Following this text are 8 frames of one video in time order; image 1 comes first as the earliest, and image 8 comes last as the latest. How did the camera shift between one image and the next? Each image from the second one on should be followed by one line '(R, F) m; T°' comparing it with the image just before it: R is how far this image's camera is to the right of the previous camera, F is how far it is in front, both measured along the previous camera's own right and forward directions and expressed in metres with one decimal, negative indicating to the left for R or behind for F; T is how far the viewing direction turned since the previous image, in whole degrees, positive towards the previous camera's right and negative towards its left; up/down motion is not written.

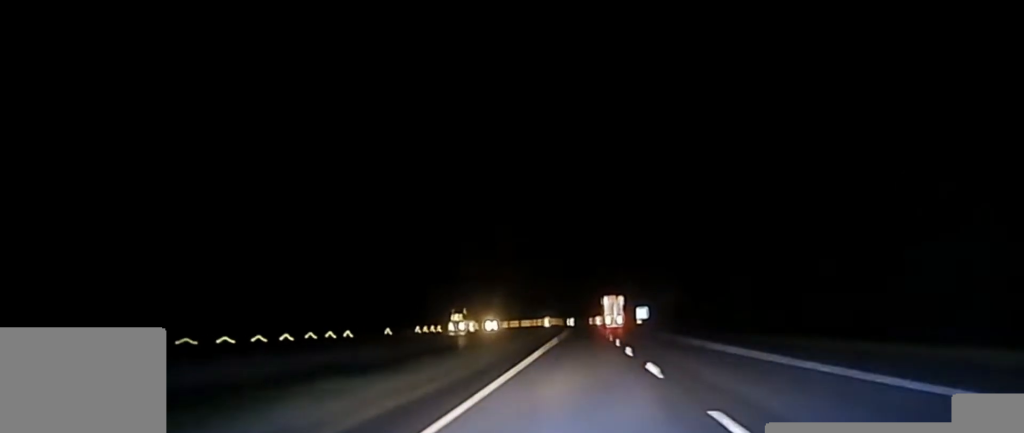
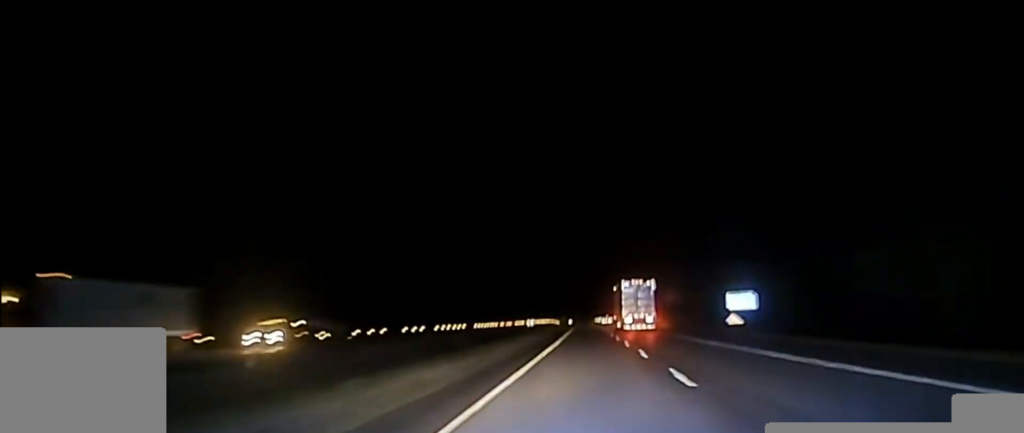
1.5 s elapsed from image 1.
(0.0, +101.1) m; 0°
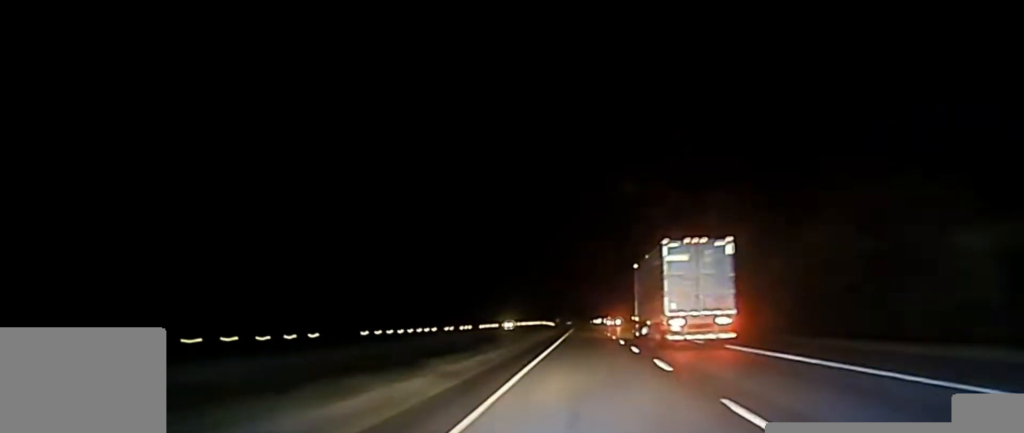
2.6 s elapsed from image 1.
(+0.1, +64.5) m; 0°
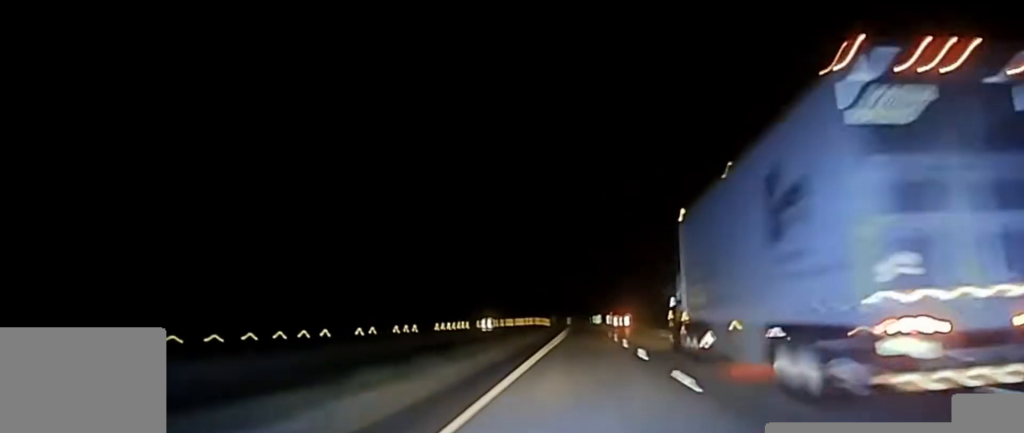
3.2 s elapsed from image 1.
(0.0, +39.5) m; 0°
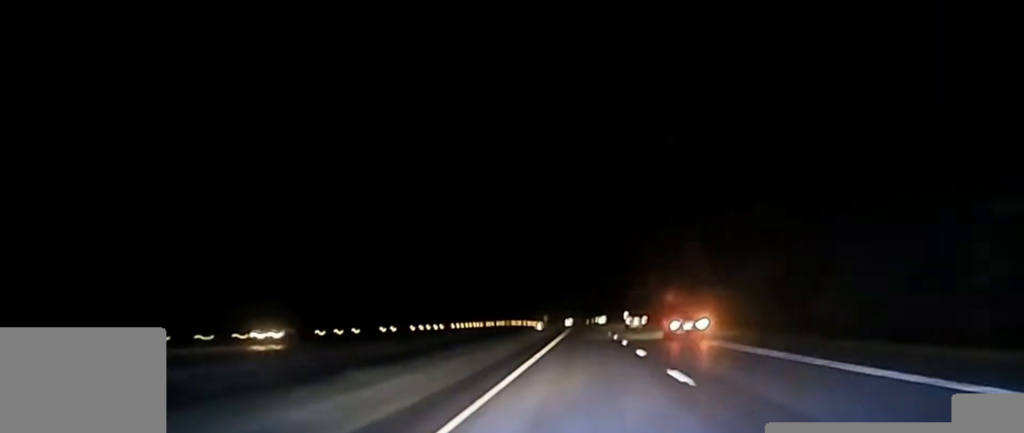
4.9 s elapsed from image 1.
(+0.1, +101.7) m; 0°
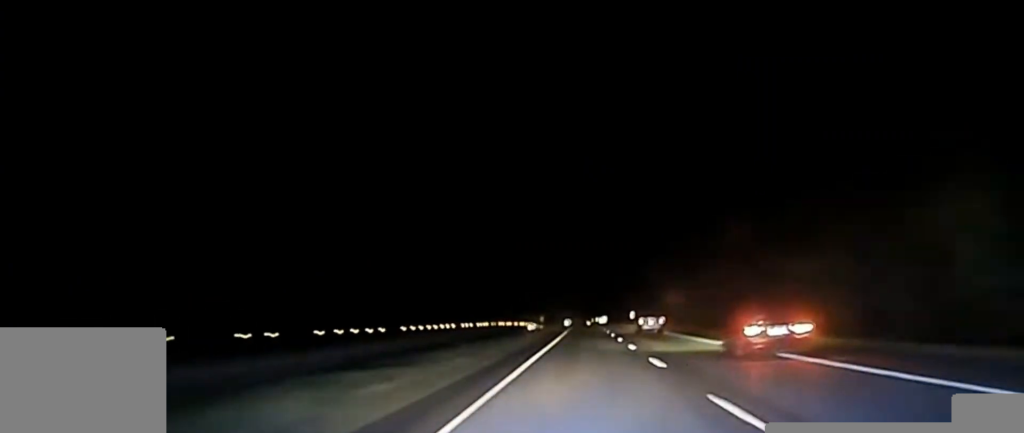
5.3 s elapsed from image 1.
(0.0, +32.0) m; 0°
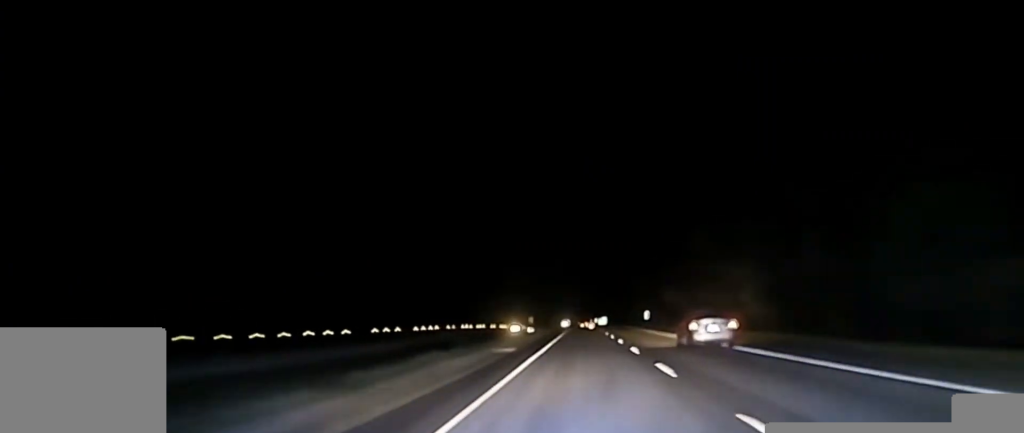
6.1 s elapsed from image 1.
(0.0, +58.3) m; 0°
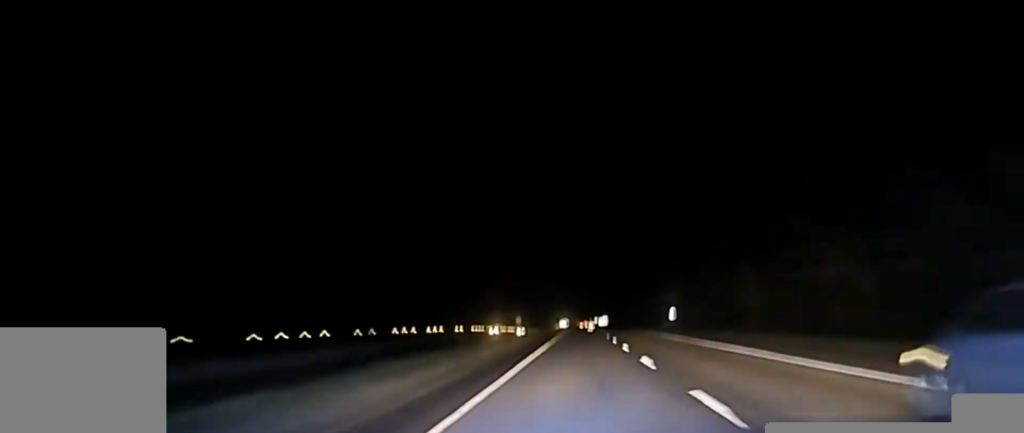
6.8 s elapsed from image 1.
(0.0, +51.2) m; 0°
